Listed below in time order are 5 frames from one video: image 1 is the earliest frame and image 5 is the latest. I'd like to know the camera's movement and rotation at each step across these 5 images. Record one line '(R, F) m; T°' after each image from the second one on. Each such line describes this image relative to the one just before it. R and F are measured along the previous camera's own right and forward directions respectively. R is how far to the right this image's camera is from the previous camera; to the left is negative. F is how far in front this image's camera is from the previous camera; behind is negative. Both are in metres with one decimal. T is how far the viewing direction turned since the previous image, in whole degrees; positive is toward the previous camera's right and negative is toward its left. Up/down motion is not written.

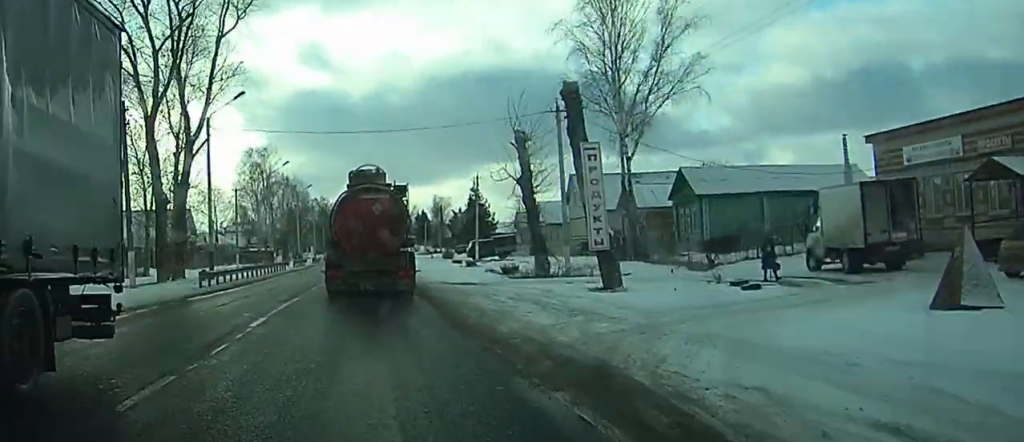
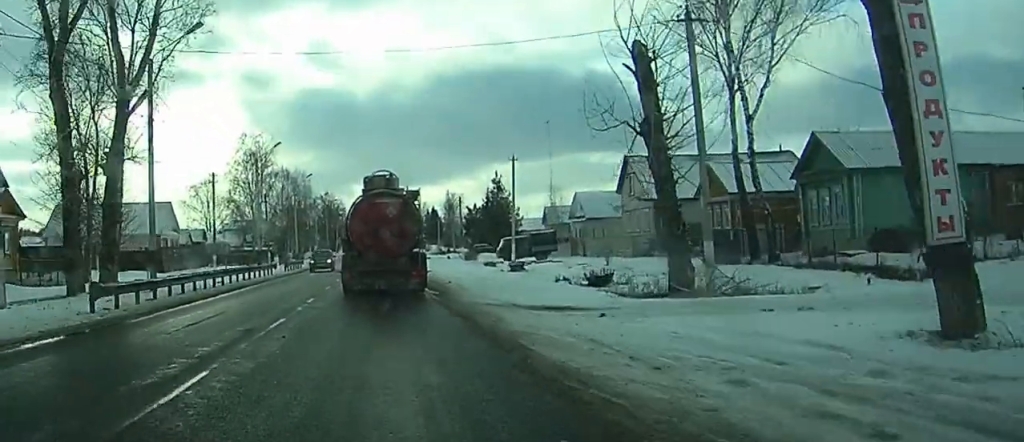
(0.0, +15.4) m; 0°
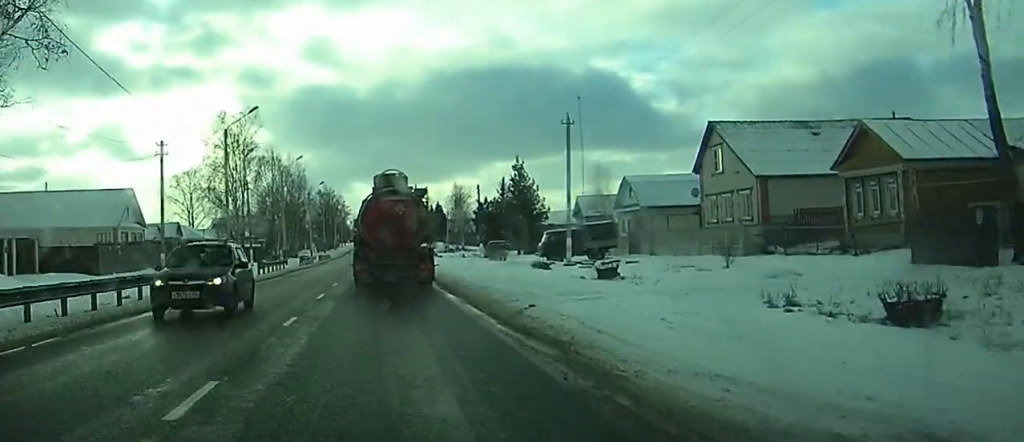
(0.0, +16.1) m; 0°
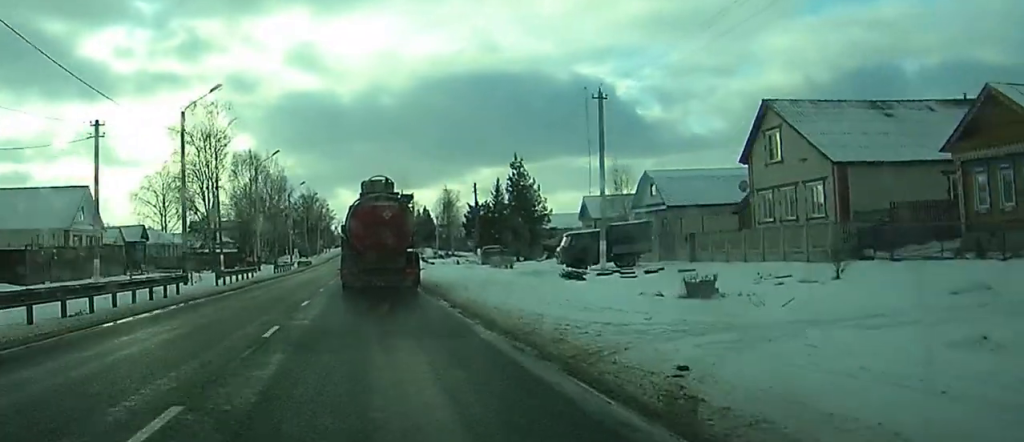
(0.0, +8.5) m; +1°
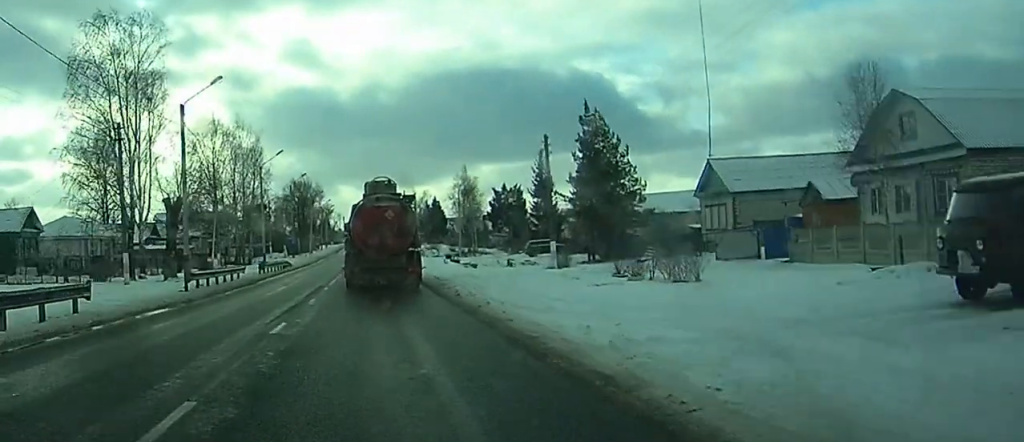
(+0.8, +28.3) m; +2°
